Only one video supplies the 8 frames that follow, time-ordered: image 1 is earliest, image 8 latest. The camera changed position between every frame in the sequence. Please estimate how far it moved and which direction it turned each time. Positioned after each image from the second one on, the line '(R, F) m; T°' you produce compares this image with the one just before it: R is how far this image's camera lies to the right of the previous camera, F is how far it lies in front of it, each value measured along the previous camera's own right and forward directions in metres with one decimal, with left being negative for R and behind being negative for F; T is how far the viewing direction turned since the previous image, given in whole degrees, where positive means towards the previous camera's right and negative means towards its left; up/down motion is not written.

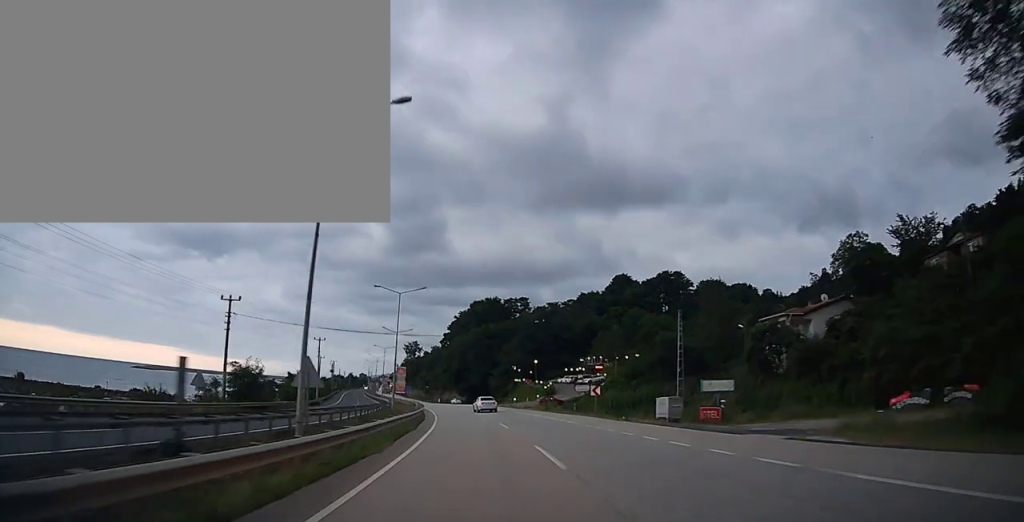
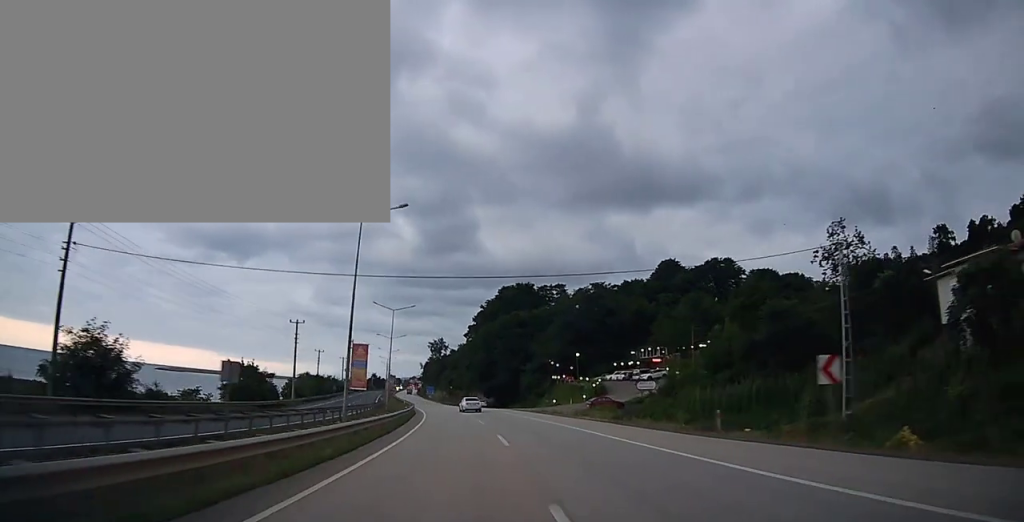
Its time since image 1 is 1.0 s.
(-0.6, +24.2) m; -3°
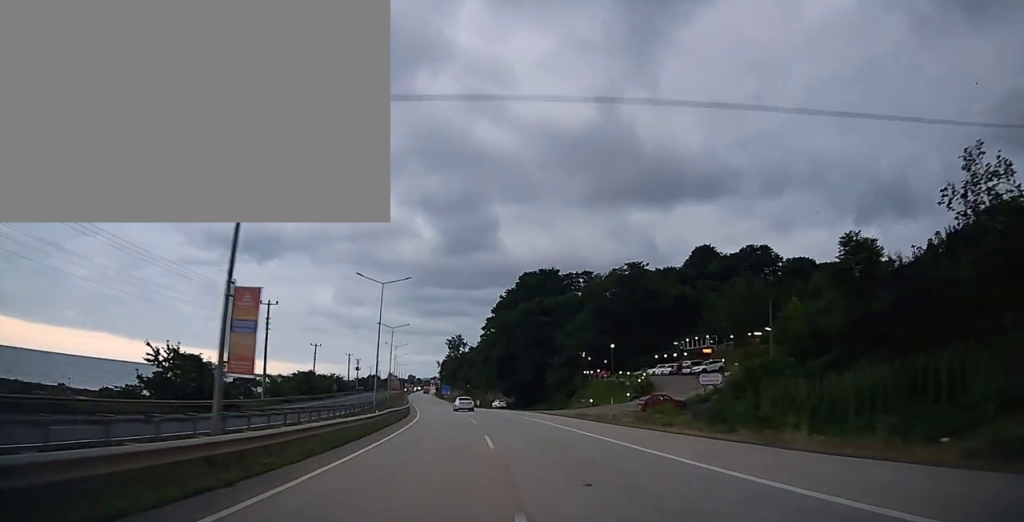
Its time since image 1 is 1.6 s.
(-0.2, +15.5) m; -2°
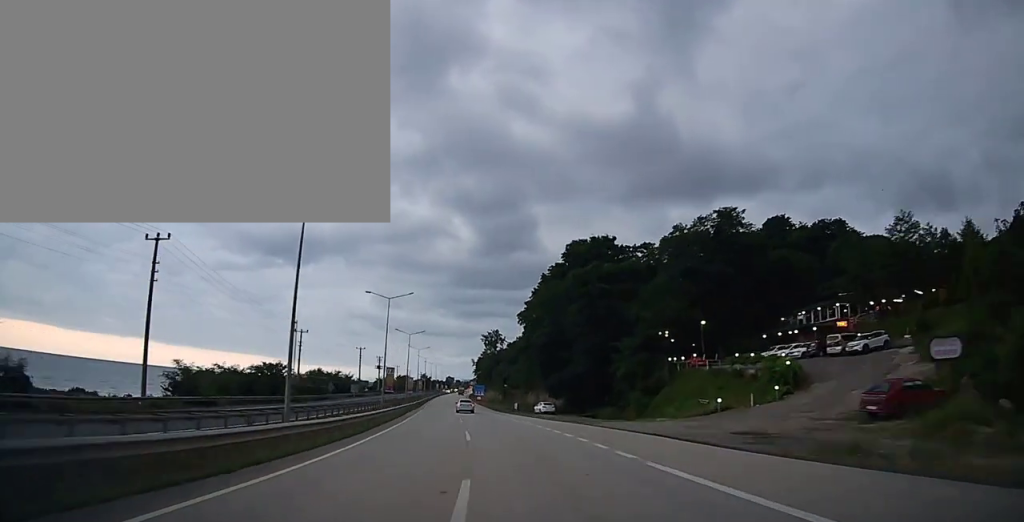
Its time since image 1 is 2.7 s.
(-0.9, +27.1) m; -4°
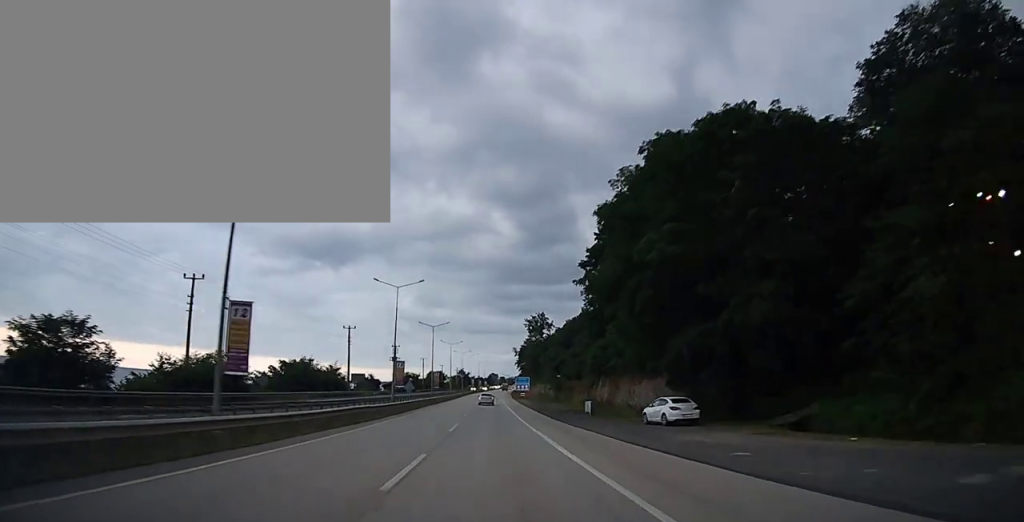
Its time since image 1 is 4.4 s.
(-2.4, +40.0) m; -6°
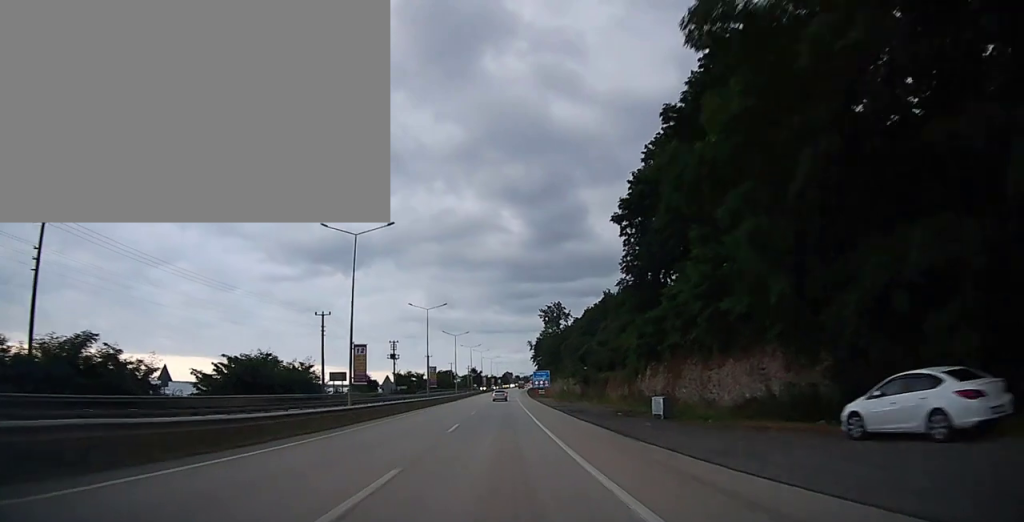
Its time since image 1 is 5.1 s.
(-0.2, +18.7) m; -1°
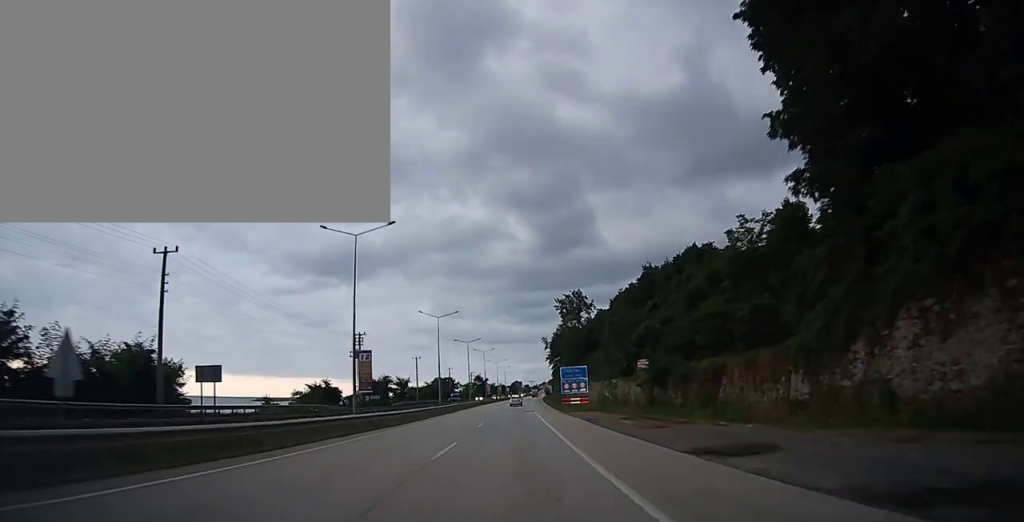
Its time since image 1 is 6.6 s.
(-0.7, +36.5) m; -2°
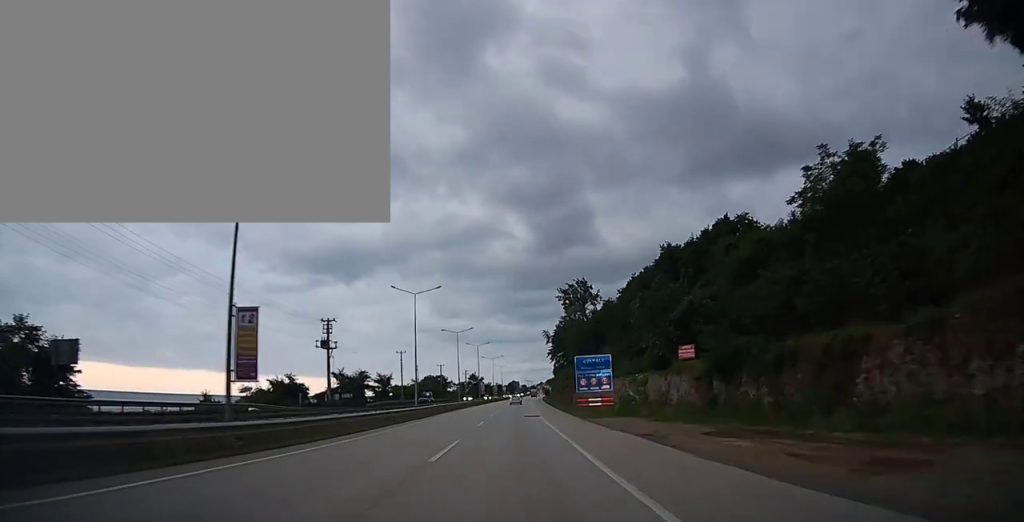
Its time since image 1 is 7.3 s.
(0.0, +15.3) m; 0°
